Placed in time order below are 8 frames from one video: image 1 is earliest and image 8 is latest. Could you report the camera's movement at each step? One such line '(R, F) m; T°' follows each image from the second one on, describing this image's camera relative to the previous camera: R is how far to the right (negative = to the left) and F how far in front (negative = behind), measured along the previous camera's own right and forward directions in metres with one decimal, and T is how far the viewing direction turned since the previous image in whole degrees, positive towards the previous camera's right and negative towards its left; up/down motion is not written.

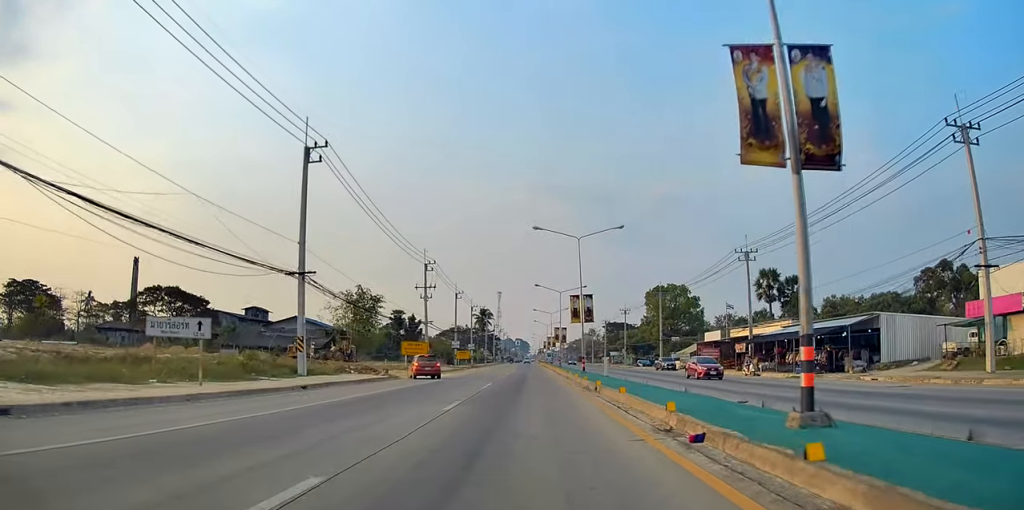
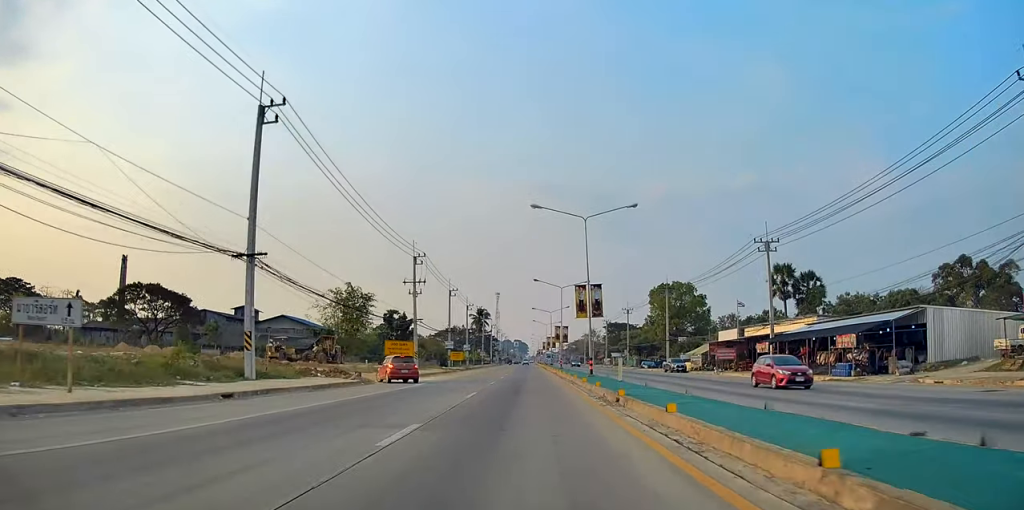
(-0.1, +6.2) m; -1°
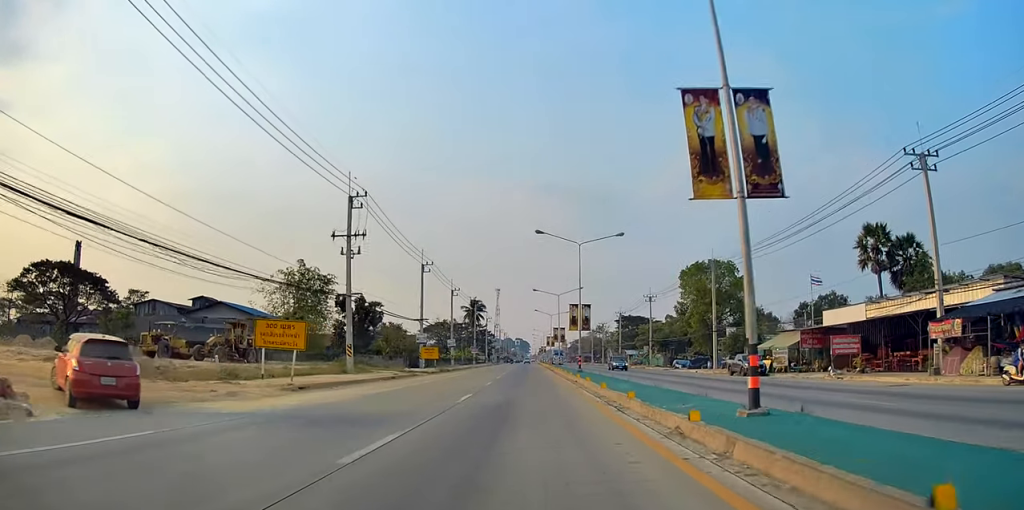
(-1.1, +26.9) m; -2°
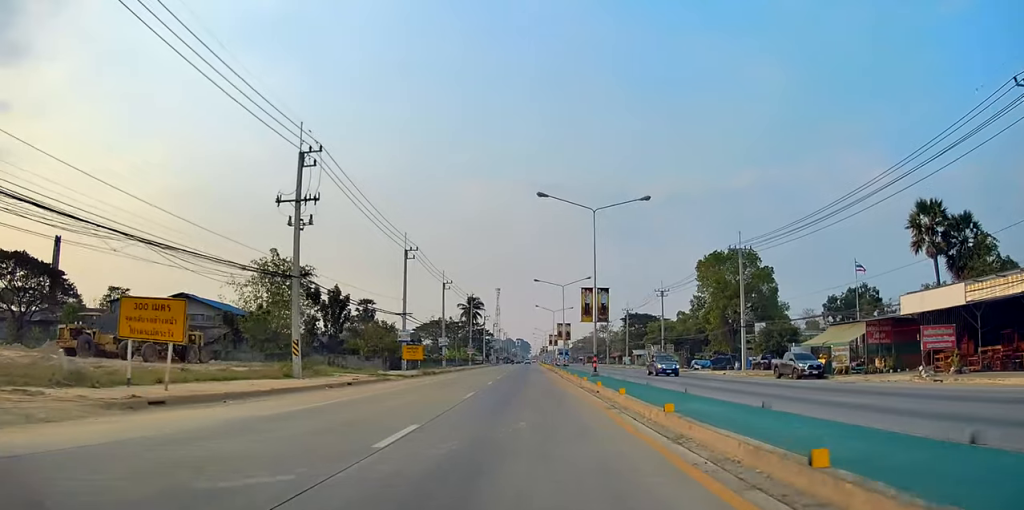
(-0.1, +10.3) m; +2°
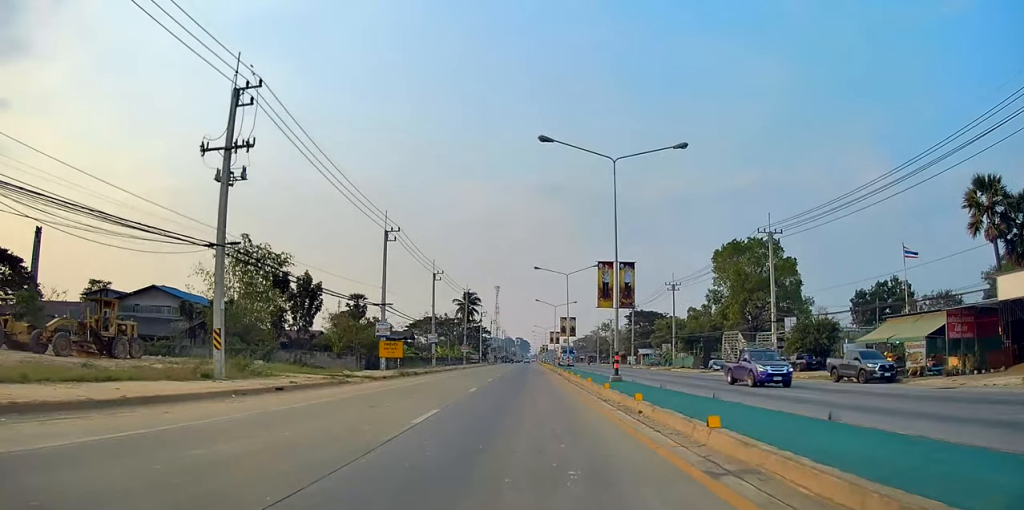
(+0.2, +9.0) m; +1°
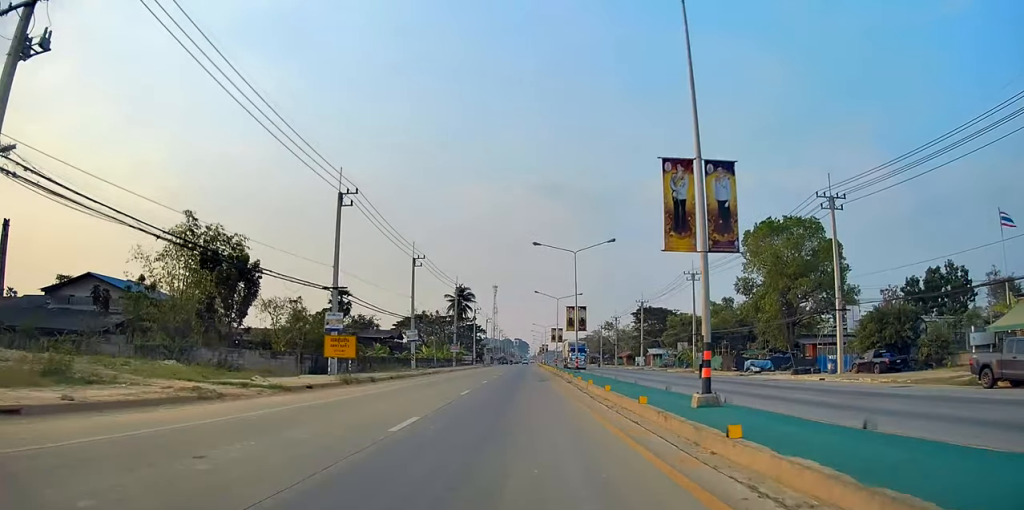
(+0.4, +13.8) m; -1°
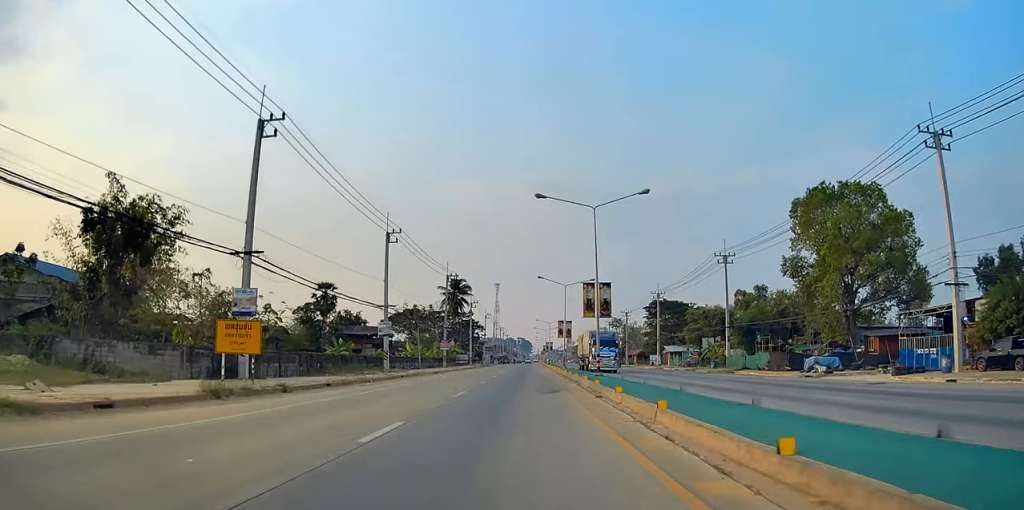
(-0.6, +13.8) m; -2°
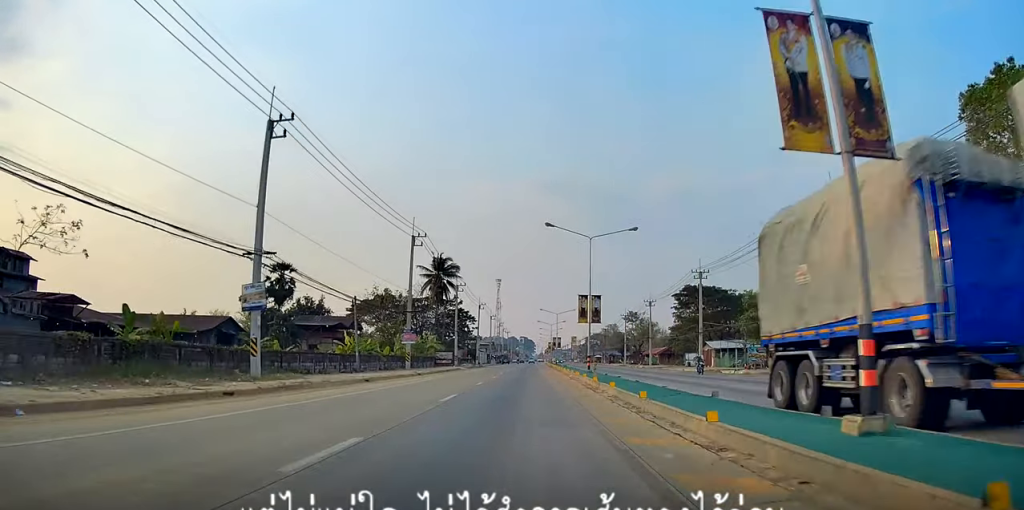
(0.0, +27.8) m; 0°
